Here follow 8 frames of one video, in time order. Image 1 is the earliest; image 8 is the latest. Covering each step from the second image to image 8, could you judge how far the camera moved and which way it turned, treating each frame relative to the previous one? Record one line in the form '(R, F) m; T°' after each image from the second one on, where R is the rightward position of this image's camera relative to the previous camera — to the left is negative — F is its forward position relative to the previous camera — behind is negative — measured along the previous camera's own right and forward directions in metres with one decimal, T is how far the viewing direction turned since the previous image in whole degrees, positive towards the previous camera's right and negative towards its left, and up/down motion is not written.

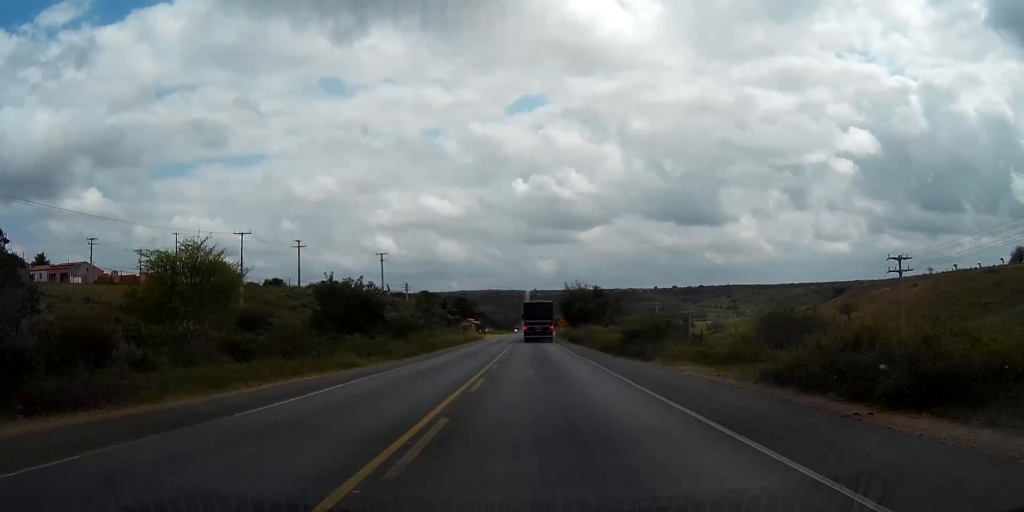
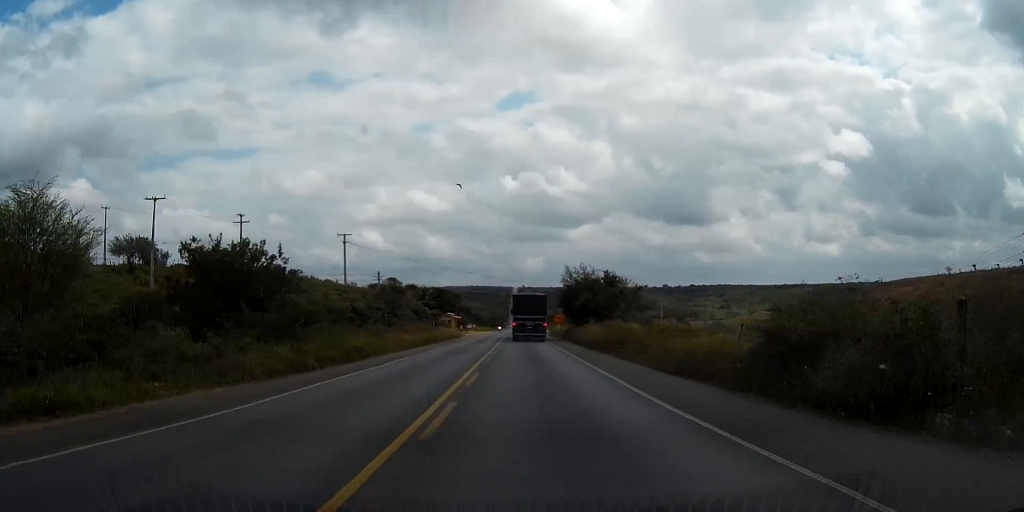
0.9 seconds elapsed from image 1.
(+0.3, +21.5) m; 0°
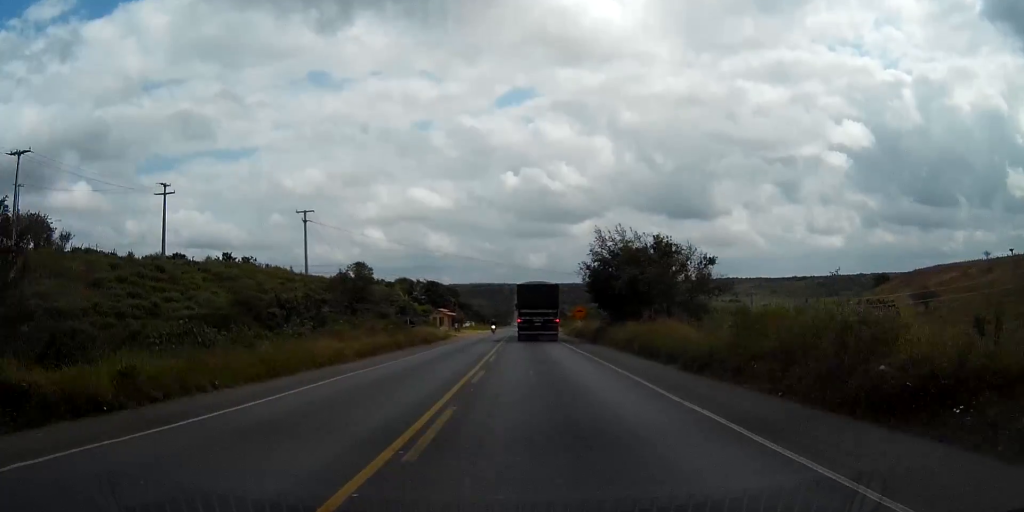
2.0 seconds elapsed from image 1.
(-0.3, +23.4) m; 0°
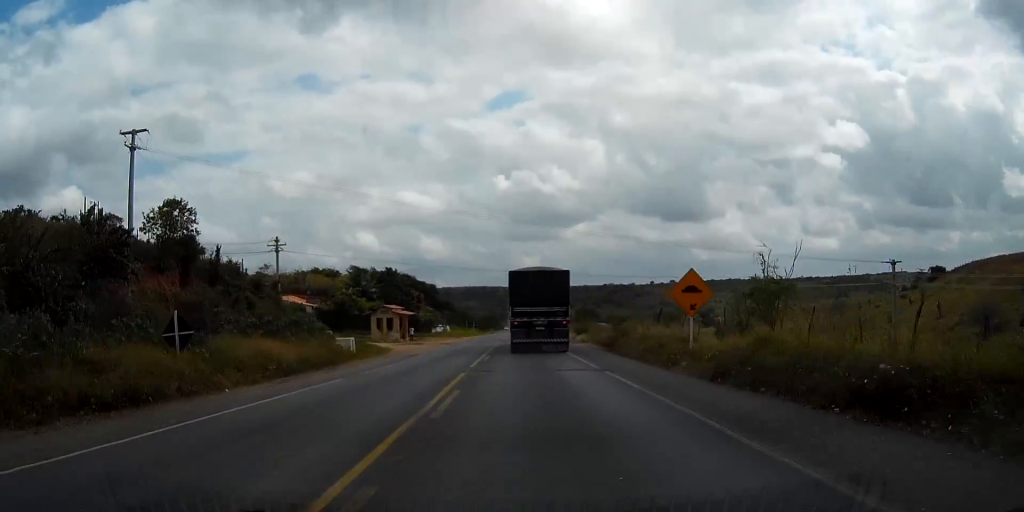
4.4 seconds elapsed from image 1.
(+0.4, +42.7) m; 0°
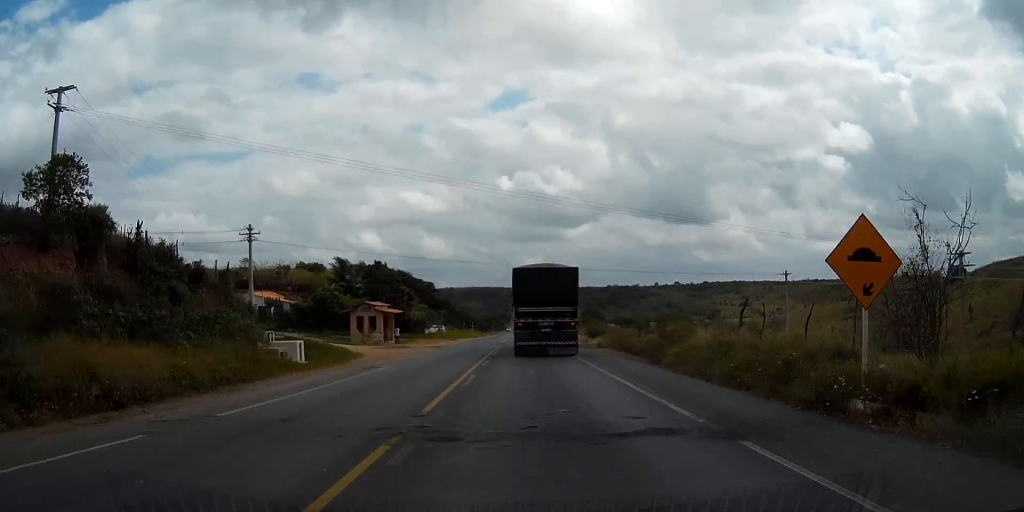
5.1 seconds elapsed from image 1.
(0.0, +10.9) m; 0°
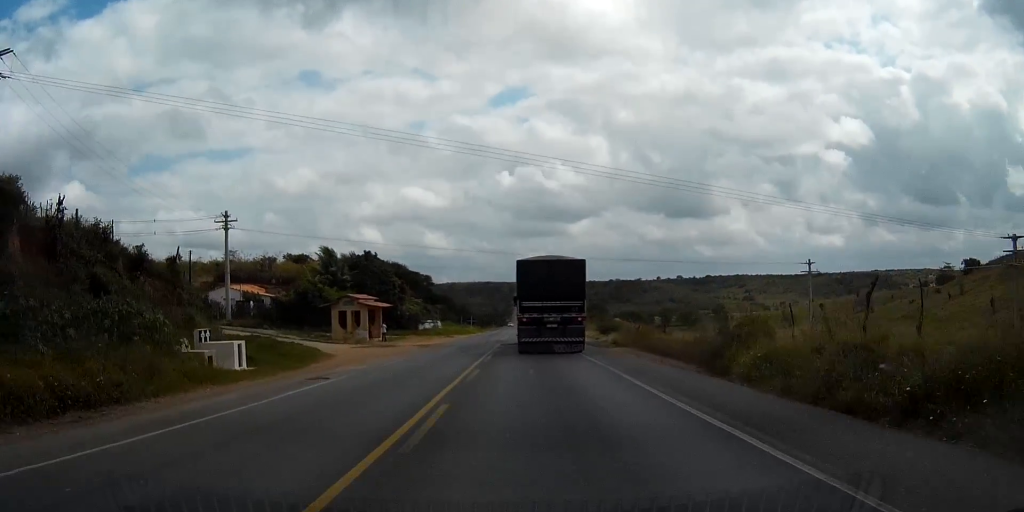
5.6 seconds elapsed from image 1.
(-0.1, +7.2) m; 0°
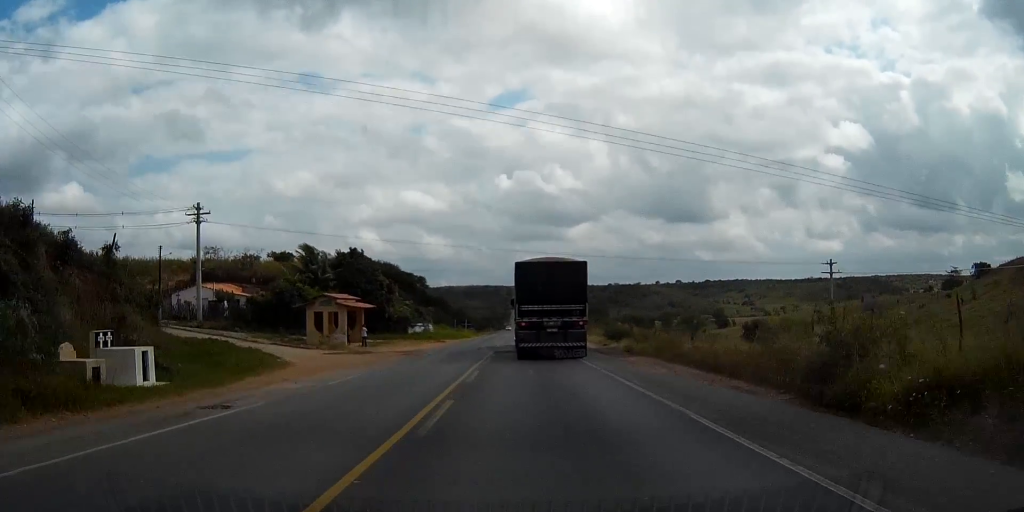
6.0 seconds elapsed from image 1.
(0.0, +6.7) m; 0°
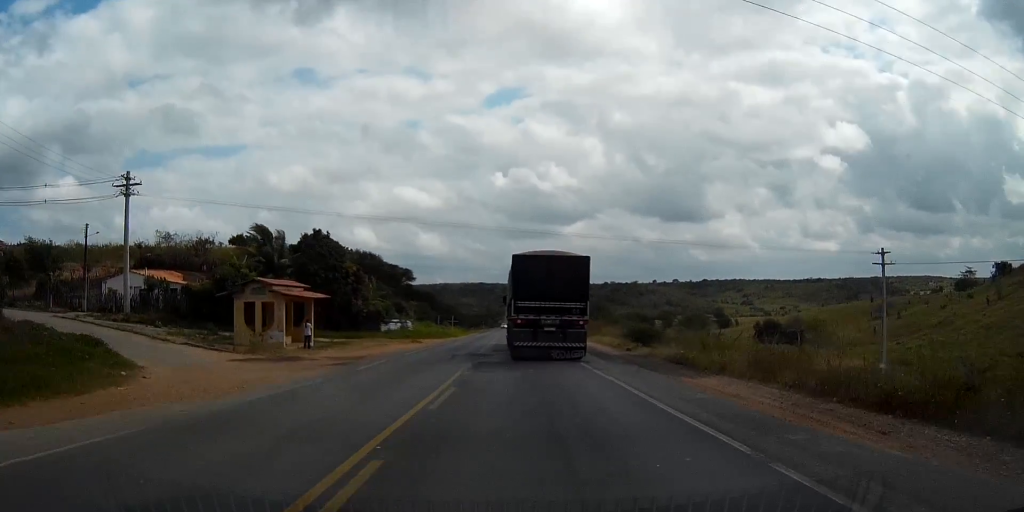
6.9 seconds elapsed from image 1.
(0.0, +13.2) m; 0°
